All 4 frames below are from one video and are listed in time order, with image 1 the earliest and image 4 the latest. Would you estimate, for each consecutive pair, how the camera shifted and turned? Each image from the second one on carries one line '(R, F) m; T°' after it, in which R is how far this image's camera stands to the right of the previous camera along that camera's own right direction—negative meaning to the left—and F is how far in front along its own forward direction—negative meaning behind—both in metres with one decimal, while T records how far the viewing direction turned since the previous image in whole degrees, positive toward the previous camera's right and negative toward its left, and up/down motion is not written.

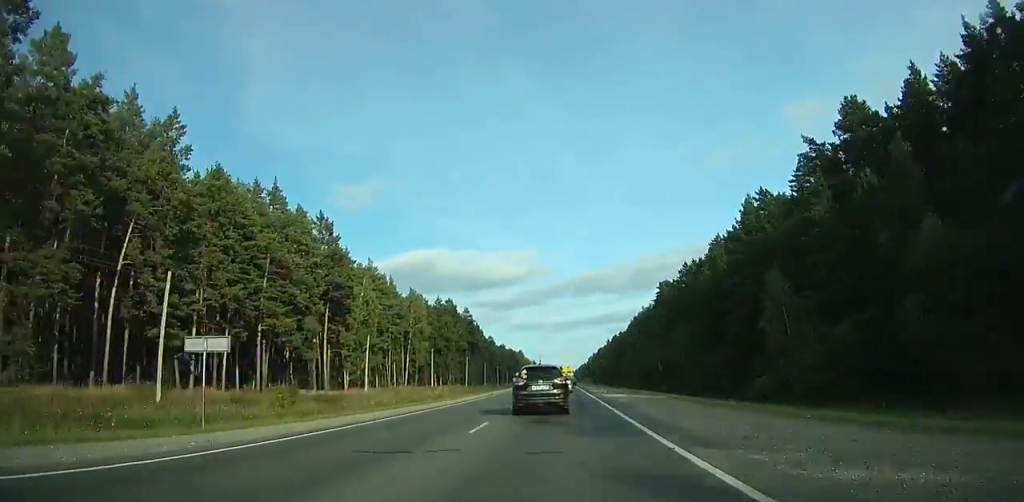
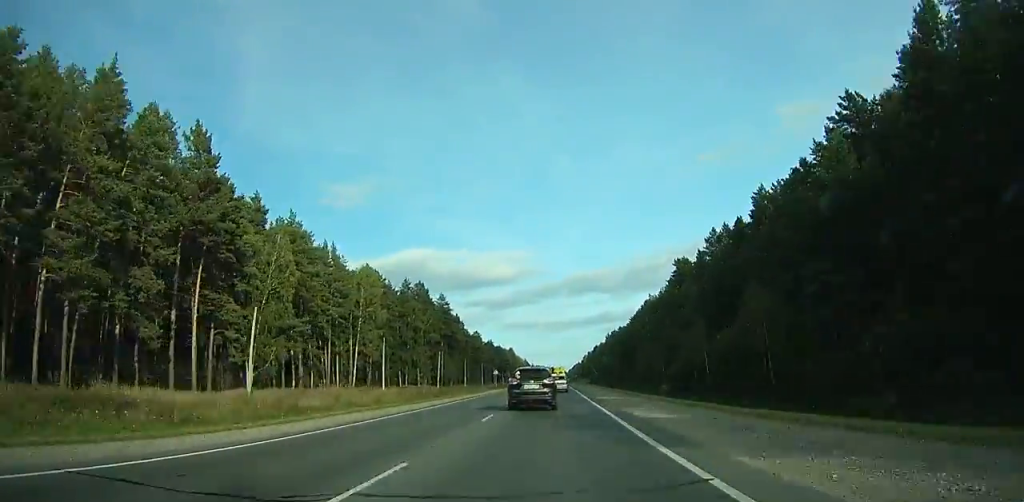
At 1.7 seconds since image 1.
(-0.2, +32.3) m; 0°
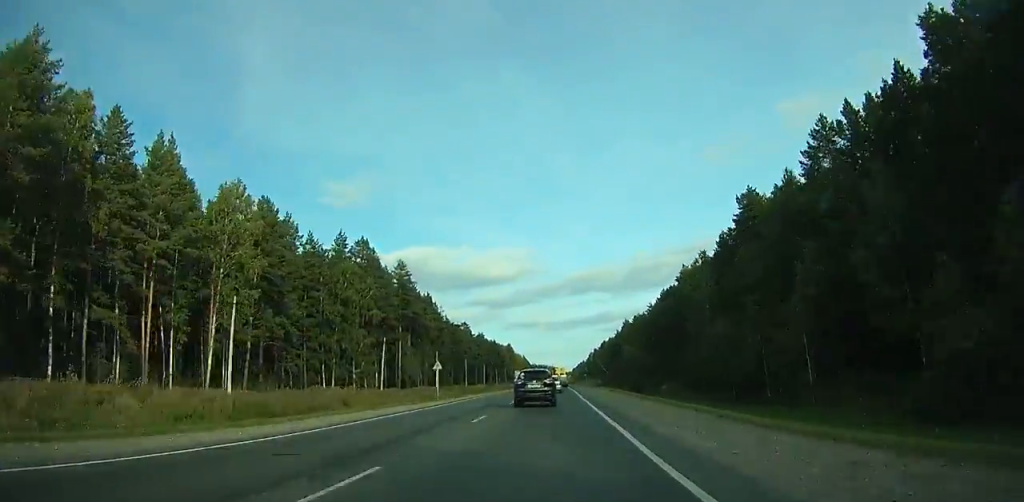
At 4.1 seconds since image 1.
(+0.4, +47.4) m; 0°
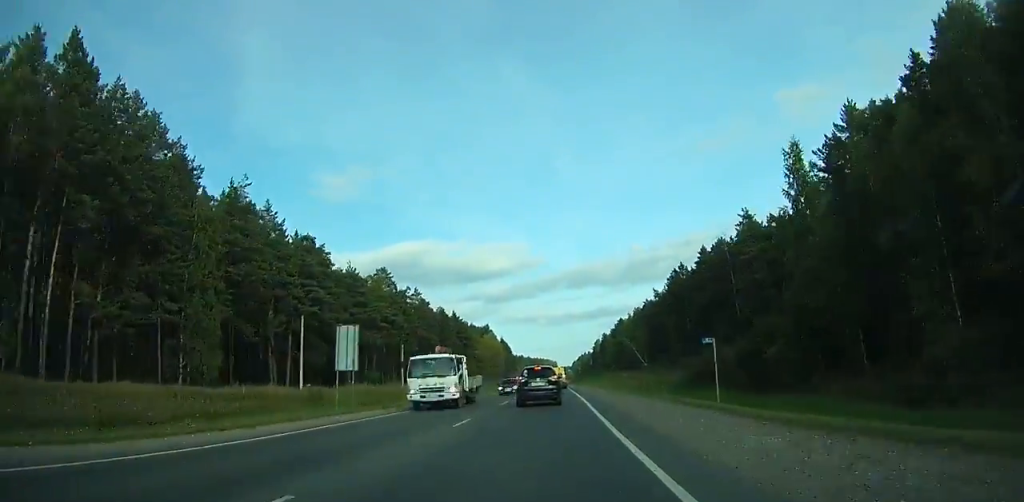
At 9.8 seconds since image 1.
(+0.2, +118.8) m; 0°
